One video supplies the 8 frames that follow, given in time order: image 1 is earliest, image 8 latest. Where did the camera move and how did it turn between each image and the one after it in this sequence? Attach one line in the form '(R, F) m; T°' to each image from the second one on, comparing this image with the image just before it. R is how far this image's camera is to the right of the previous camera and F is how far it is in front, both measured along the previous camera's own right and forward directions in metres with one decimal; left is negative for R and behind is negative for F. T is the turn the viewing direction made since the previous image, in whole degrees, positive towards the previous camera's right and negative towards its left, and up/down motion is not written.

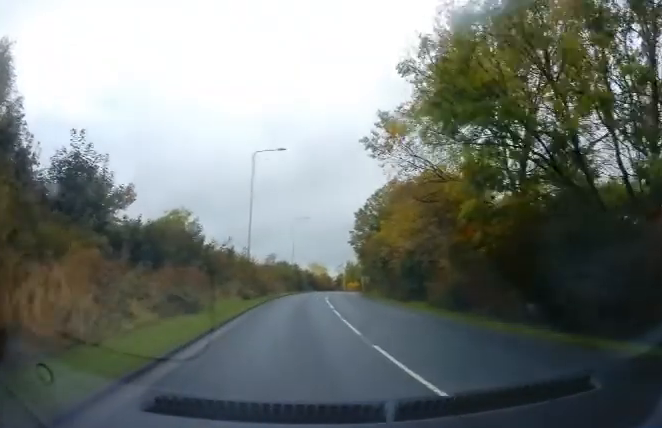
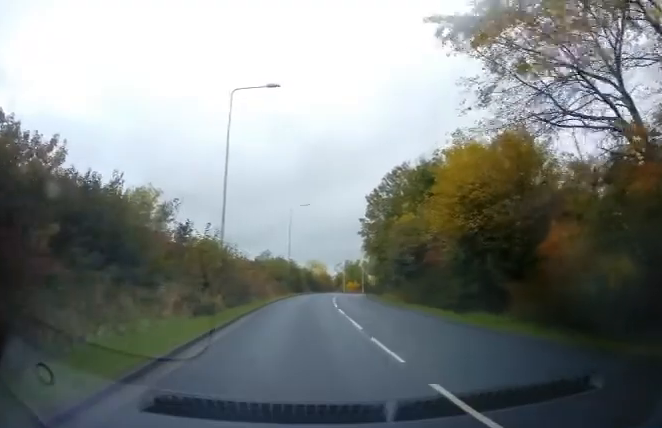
(+0.5, +10.7) m; +3°
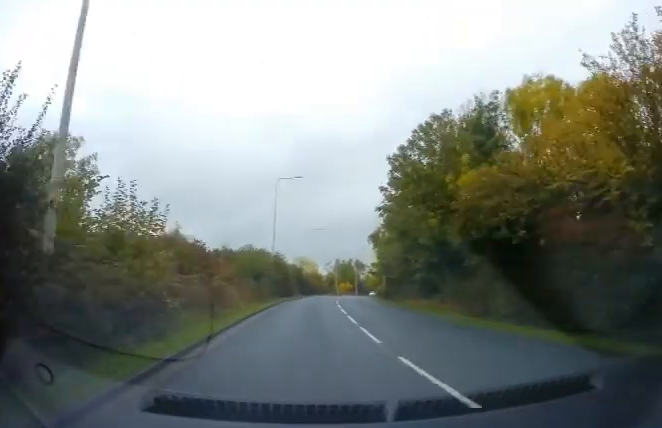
(0.0, +14.8) m; 0°
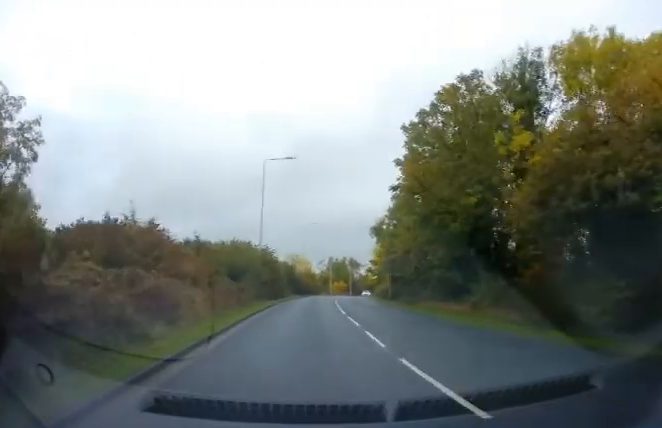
(-0.2, +6.2) m; +1°
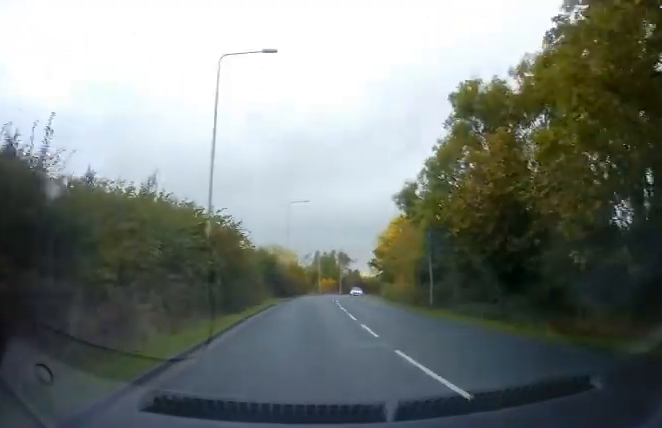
(+0.8, +15.9) m; +4°
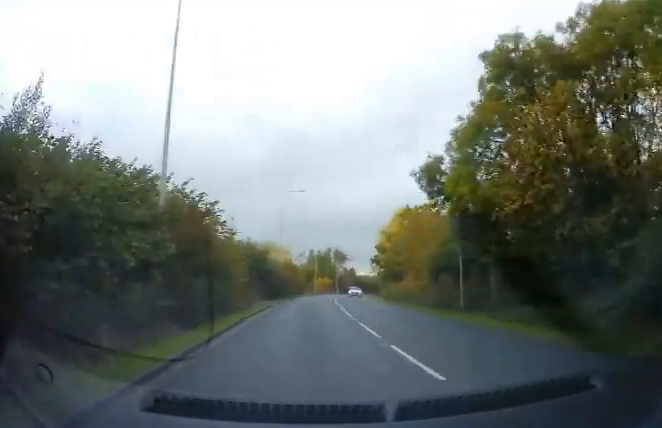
(0.0, +6.0) m; 0°
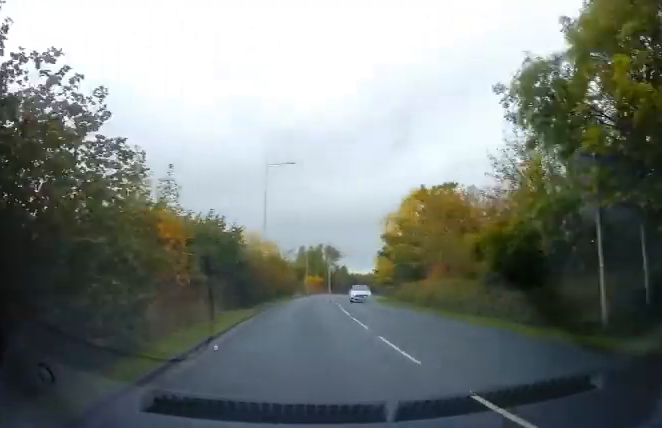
(0.0, +10.3) m; 0°
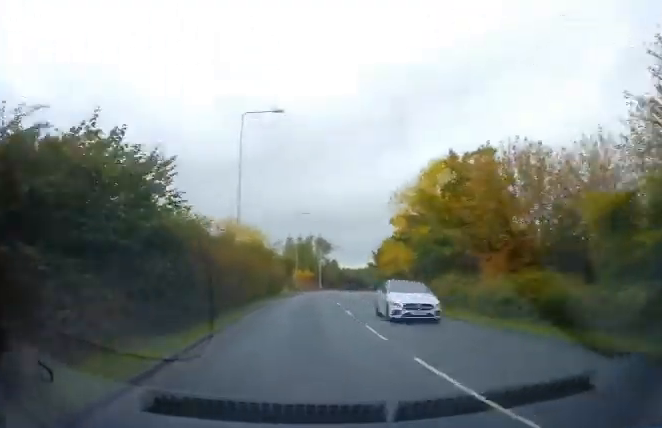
(0.0, +10.3) m; +1°
